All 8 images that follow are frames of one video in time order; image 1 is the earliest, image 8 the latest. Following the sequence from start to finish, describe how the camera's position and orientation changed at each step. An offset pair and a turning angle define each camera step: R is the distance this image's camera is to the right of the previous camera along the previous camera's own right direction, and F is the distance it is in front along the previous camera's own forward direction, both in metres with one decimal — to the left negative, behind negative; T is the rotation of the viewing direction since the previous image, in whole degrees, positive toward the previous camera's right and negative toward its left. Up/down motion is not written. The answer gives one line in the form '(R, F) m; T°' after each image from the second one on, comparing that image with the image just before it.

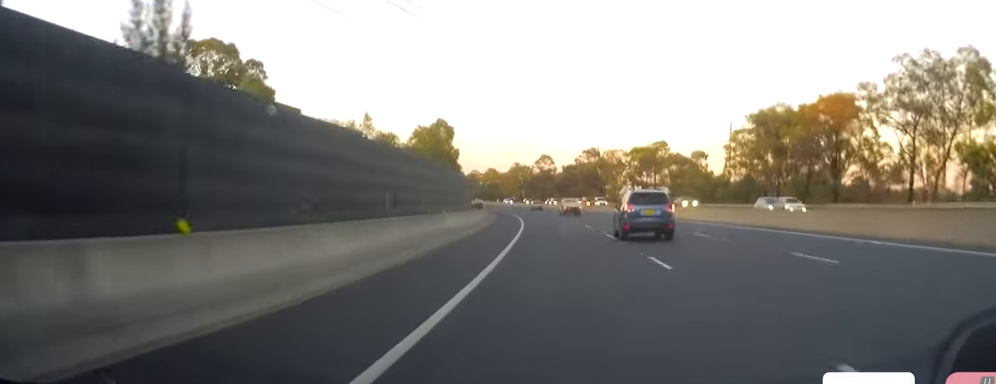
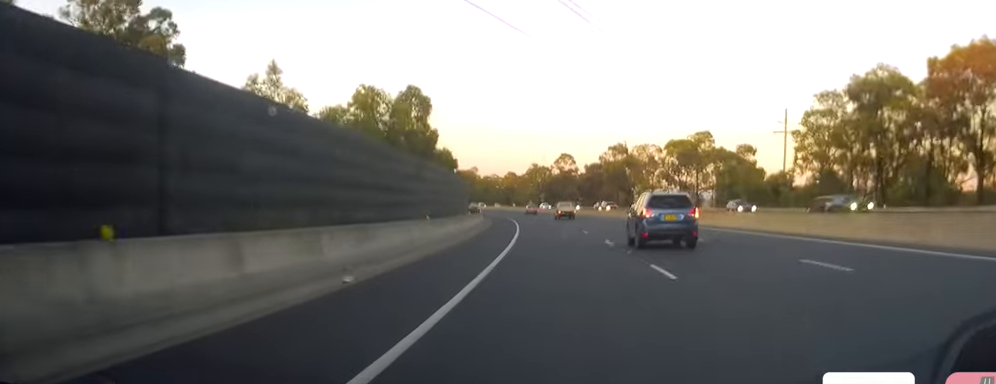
(-1.0, +25.0) m; -2°
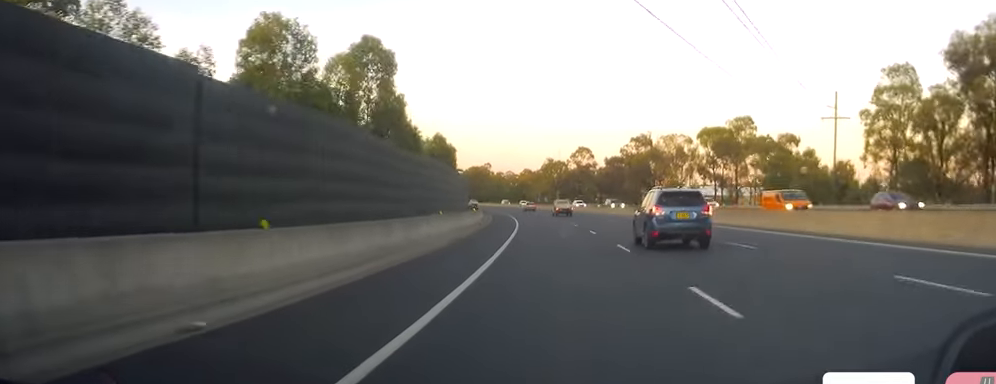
(+0.1, +17.0) m; -1°
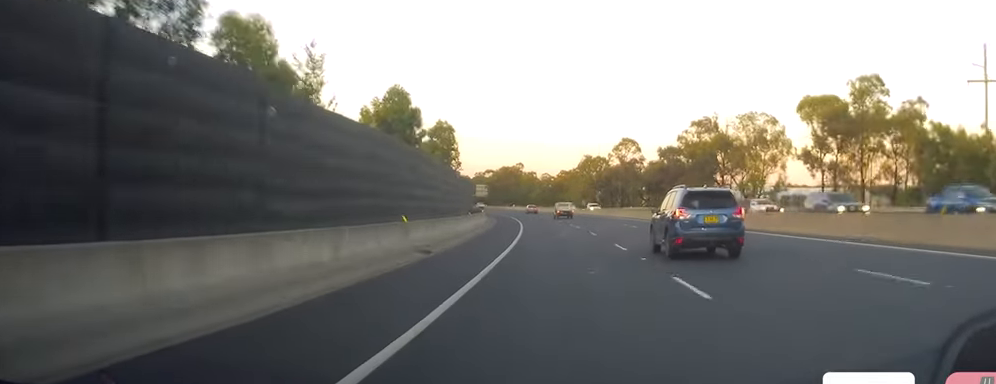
(-0.6, +33.9) m; -2°
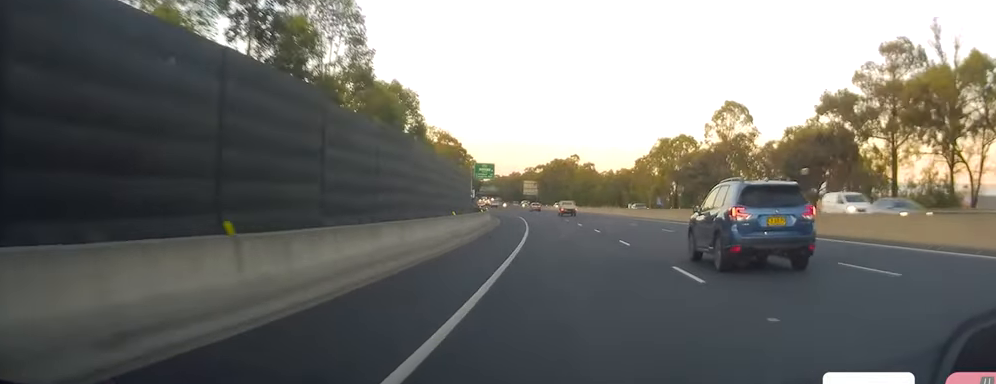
(-2.9, +57.3) m; -6°
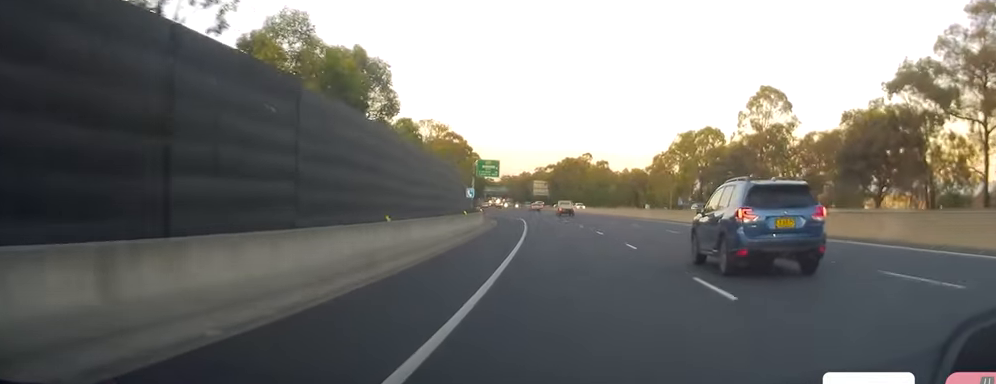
(0.0, +14.1) m; -1°
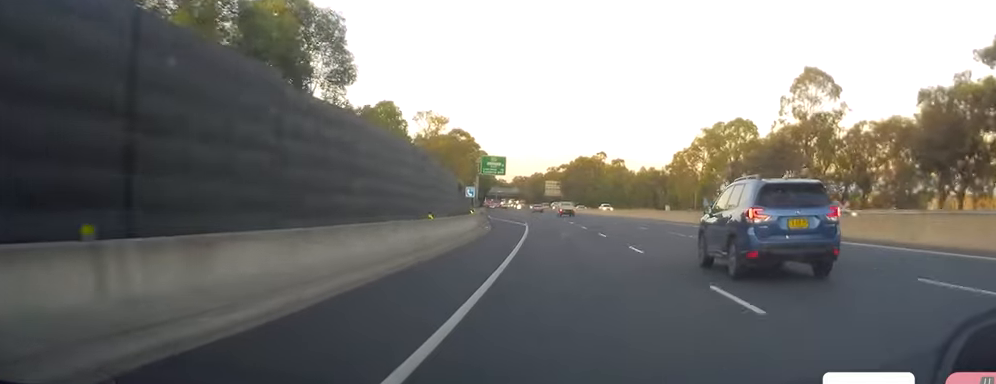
(0.0, +13.2) m; -1°
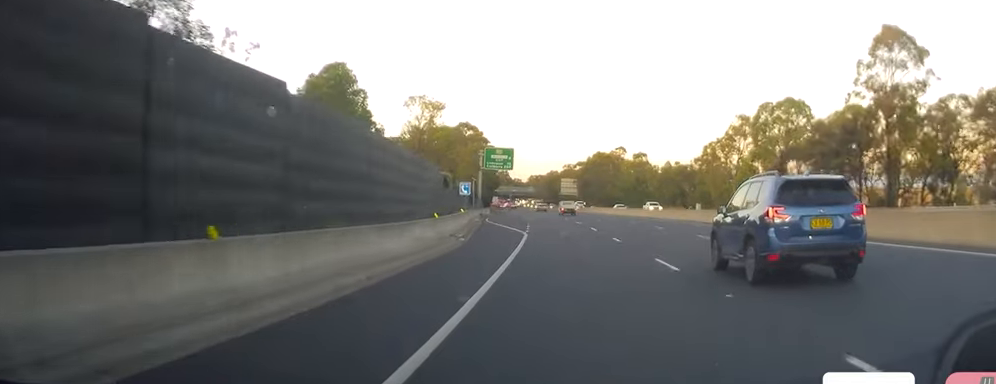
(-0.3, +17.6) m; -1°
